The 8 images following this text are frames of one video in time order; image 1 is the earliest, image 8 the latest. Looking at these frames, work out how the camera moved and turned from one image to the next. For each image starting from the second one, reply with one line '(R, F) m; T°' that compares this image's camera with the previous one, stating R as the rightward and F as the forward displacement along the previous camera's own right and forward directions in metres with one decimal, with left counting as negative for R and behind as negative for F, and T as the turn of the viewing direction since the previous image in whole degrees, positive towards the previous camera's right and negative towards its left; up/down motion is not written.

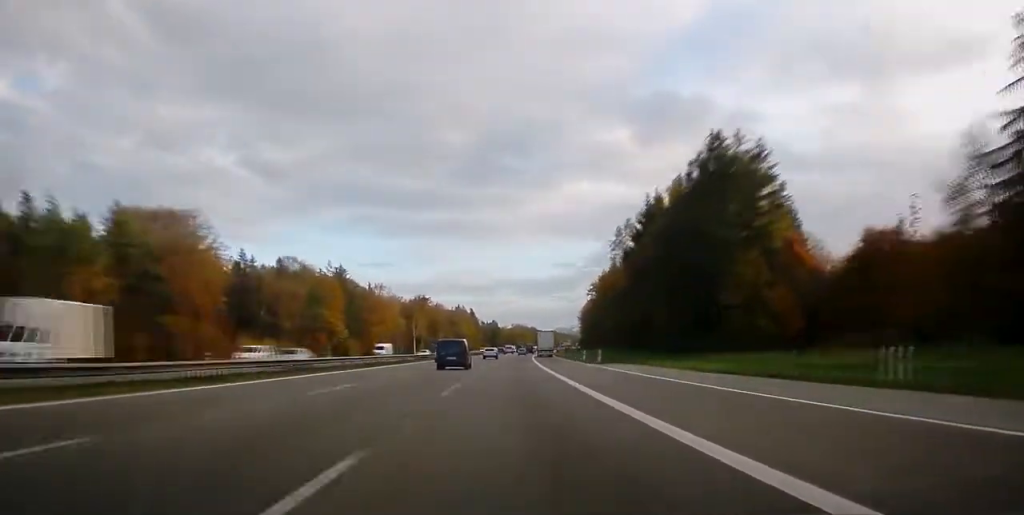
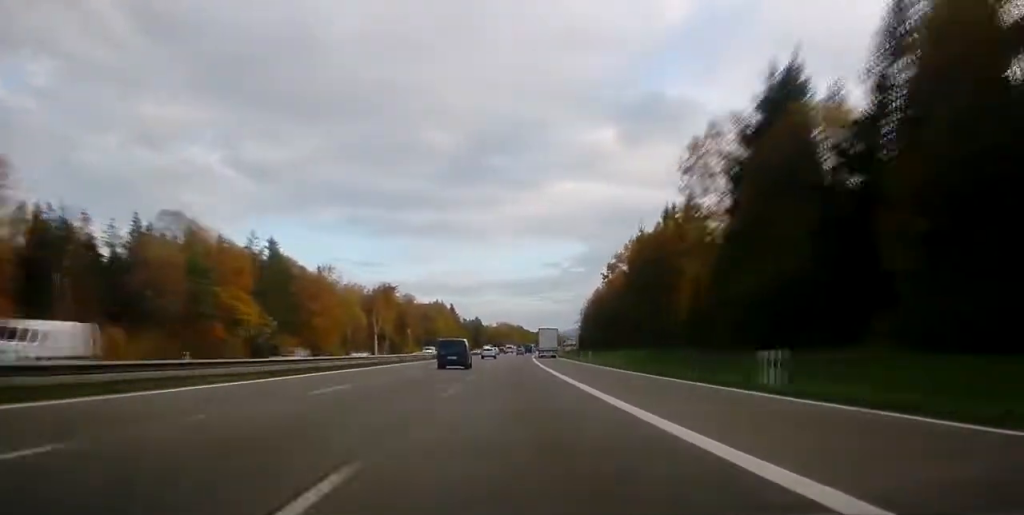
(+0.6, +54.8) m; +1°
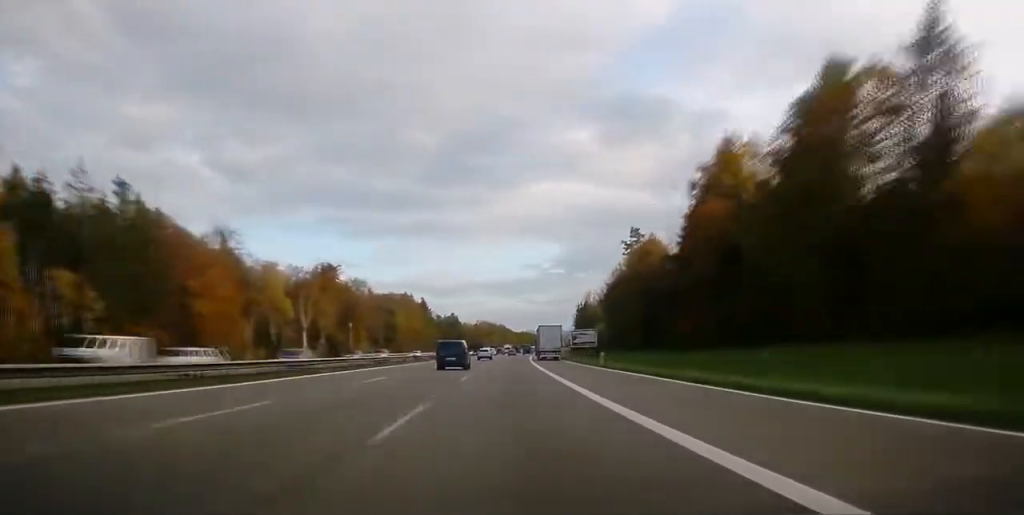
(+0.1, +62.8) m; +1°
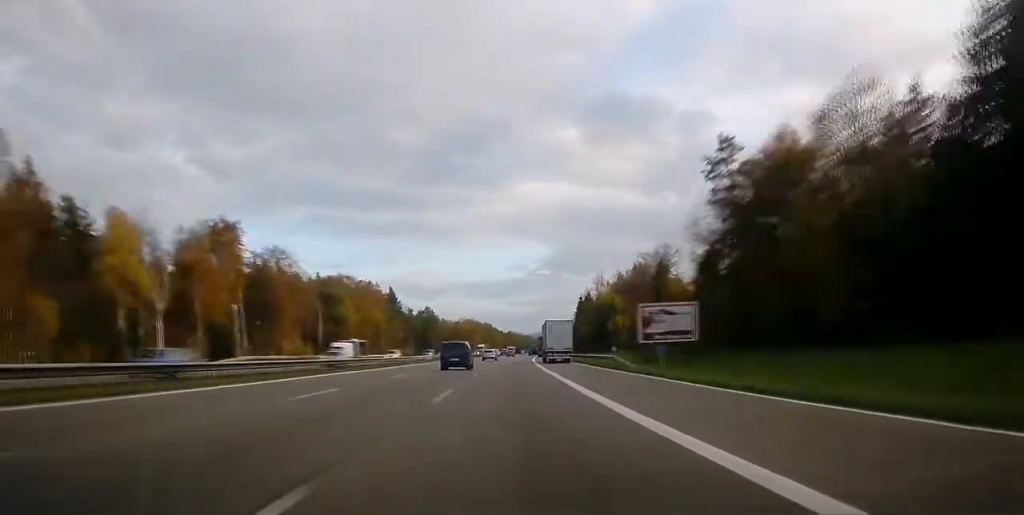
(+1.0, +62.3) m; +1°
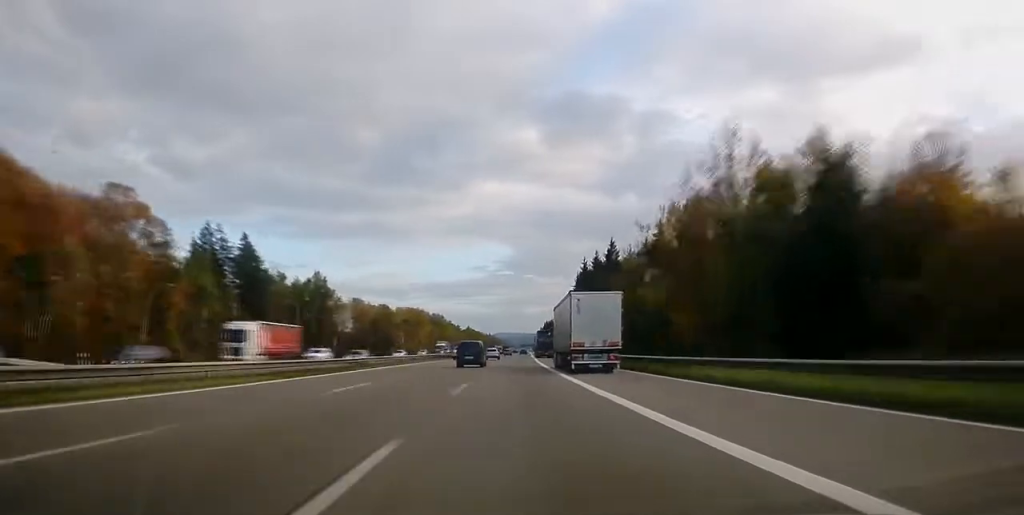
(+3.4, +141.2) m; +3°
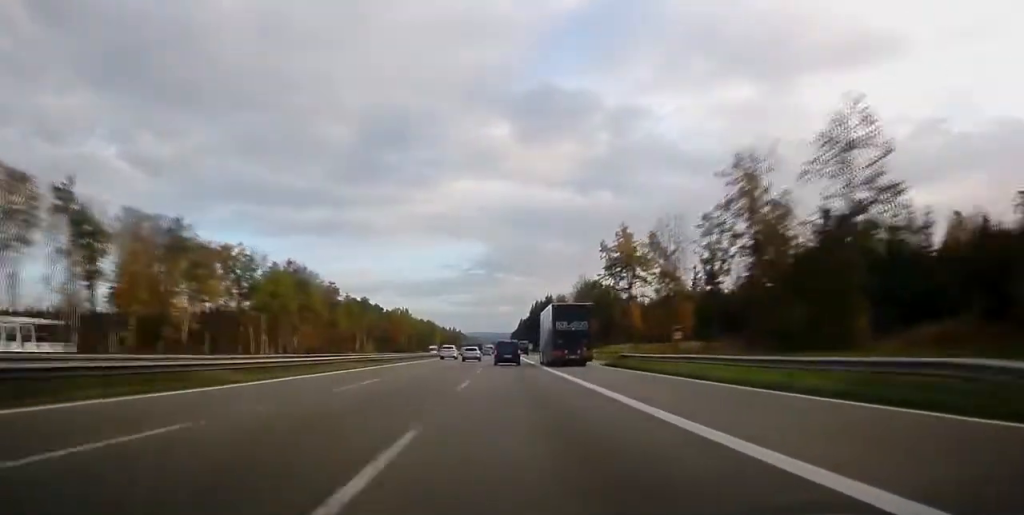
(+5.1, +247.3) m; +2°
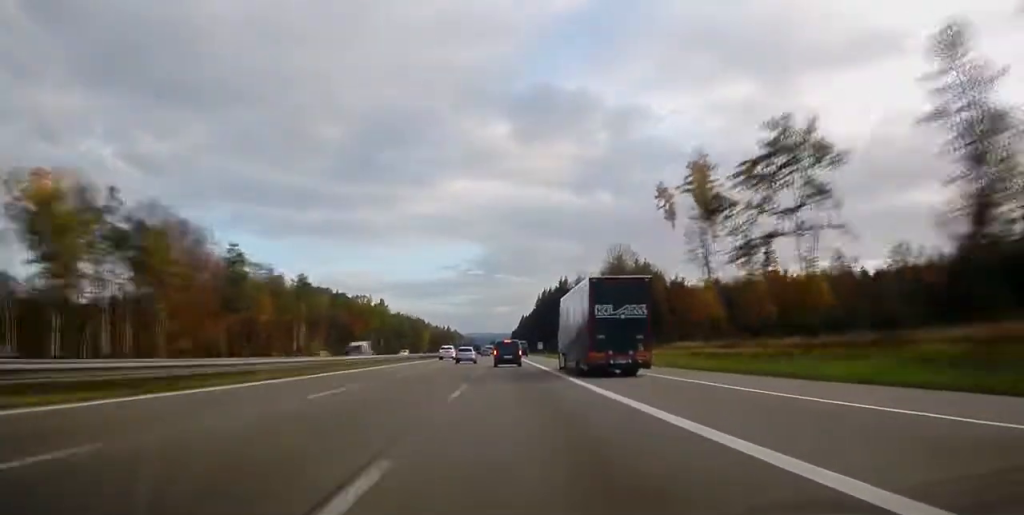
(+0.2, +70.0) m; 0°
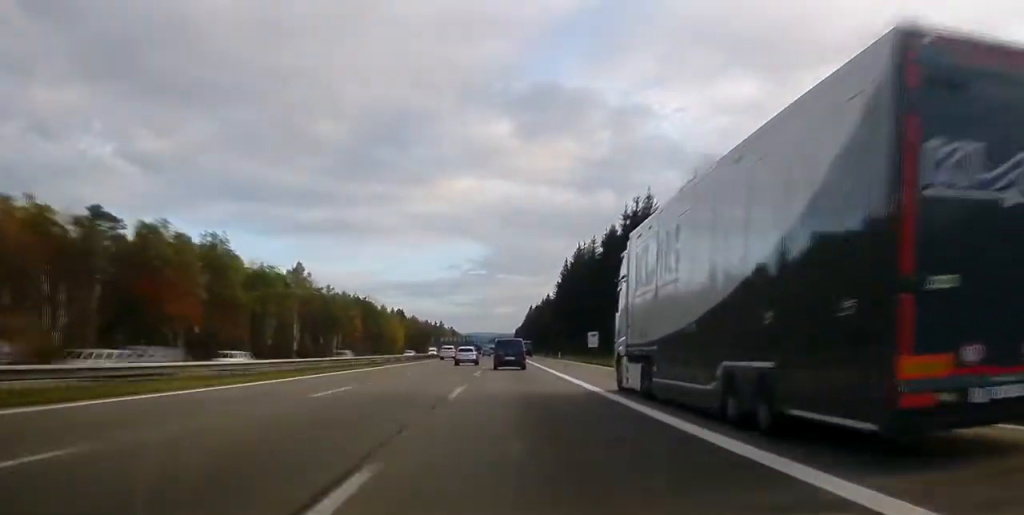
(-0.2, +125.7) m; 0°
